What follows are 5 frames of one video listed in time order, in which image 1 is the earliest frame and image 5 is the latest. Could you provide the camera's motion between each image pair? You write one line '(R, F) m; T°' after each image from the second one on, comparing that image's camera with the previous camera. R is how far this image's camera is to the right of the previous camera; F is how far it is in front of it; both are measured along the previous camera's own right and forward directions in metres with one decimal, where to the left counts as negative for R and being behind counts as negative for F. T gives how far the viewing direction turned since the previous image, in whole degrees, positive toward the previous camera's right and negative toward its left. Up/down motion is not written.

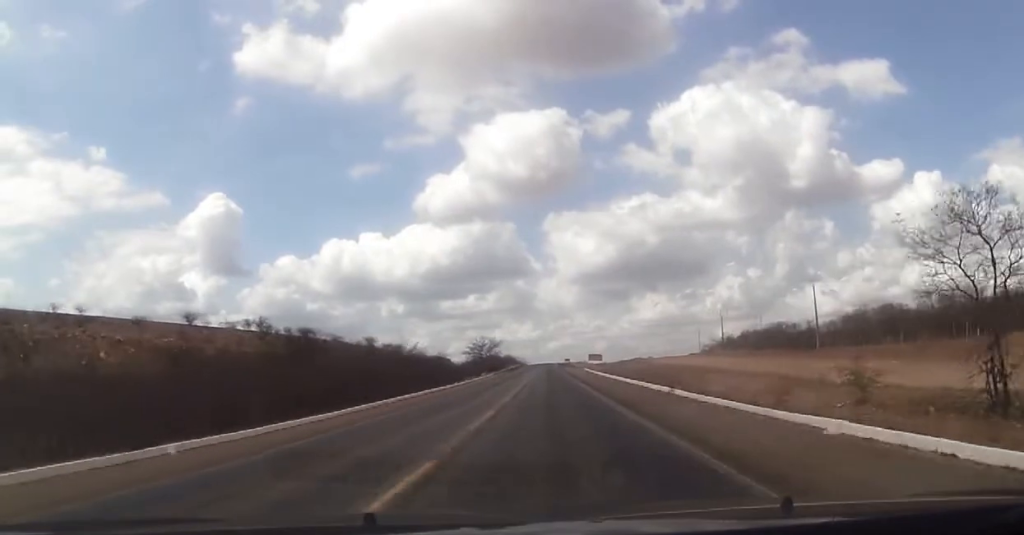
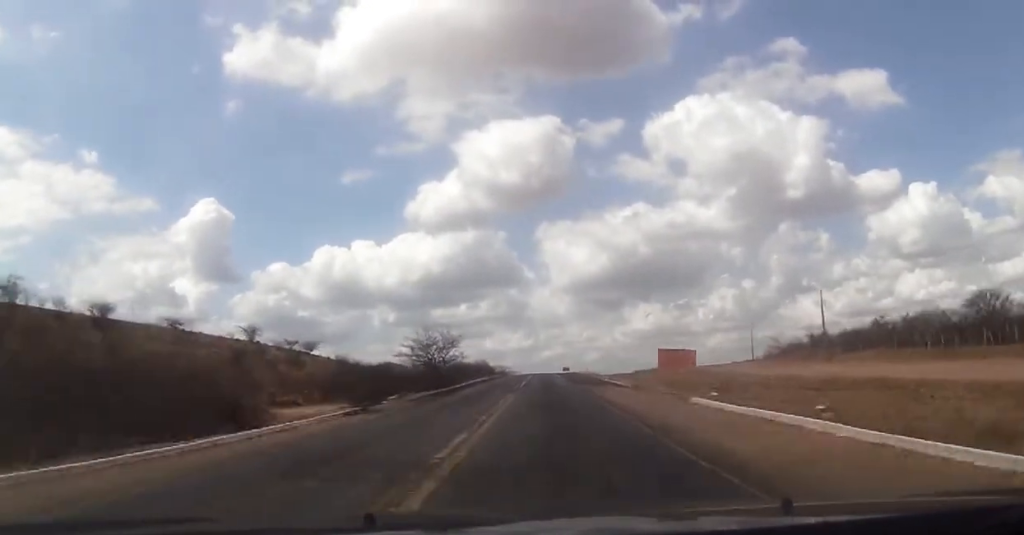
(+0.8, +67.4) m; +1°
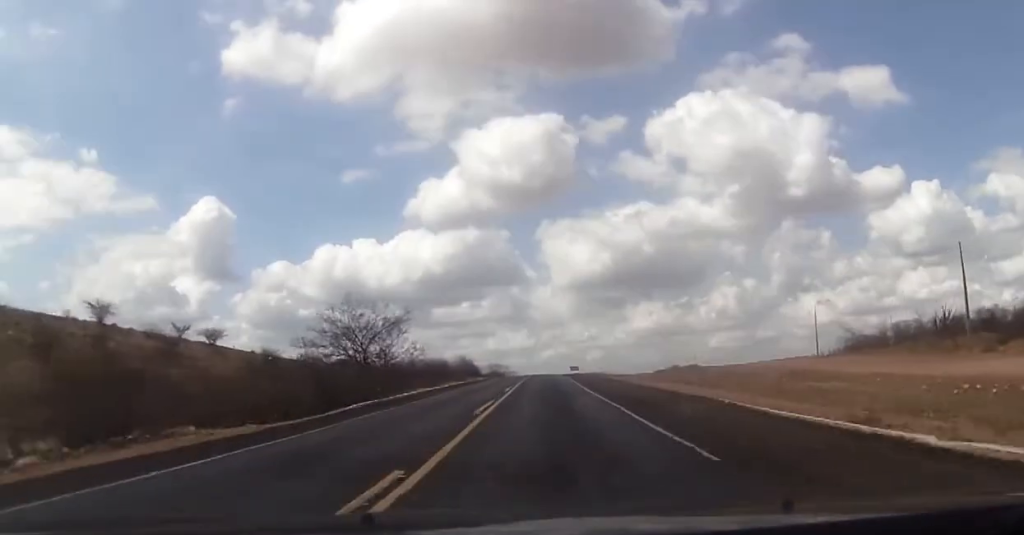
(-0.3, +39.7) m; 0°
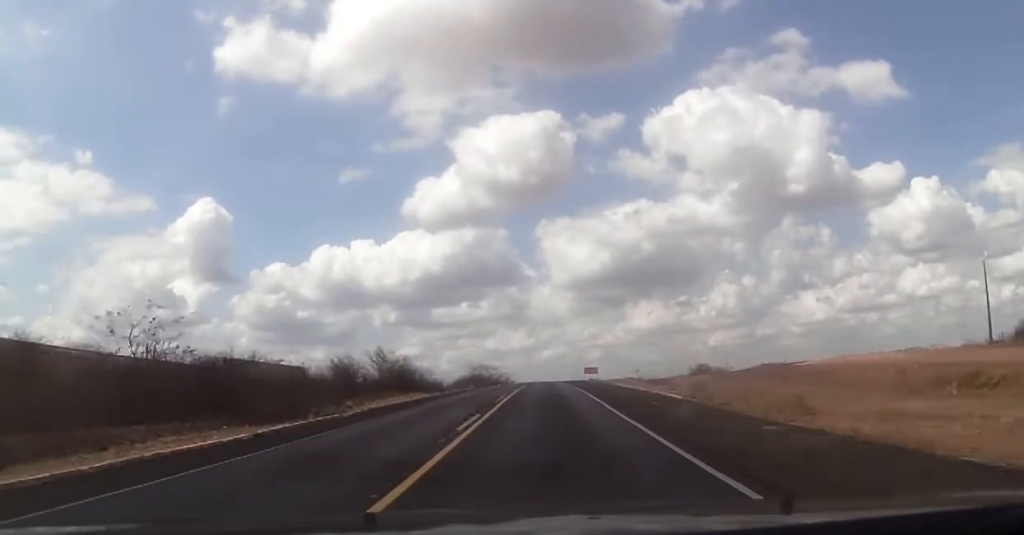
(+0.4, +54.9) m; 0°
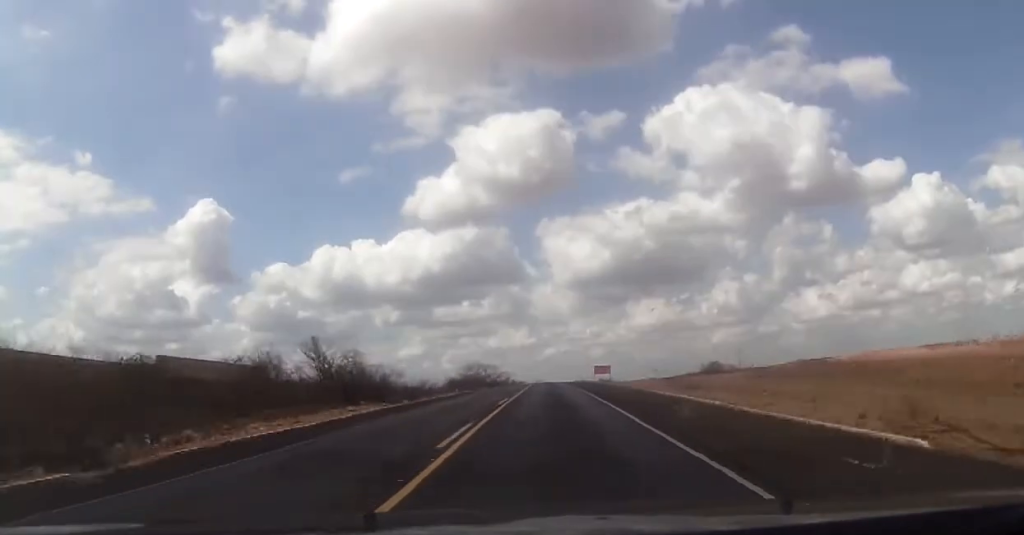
(-0.3, +16.4) m; 0°
